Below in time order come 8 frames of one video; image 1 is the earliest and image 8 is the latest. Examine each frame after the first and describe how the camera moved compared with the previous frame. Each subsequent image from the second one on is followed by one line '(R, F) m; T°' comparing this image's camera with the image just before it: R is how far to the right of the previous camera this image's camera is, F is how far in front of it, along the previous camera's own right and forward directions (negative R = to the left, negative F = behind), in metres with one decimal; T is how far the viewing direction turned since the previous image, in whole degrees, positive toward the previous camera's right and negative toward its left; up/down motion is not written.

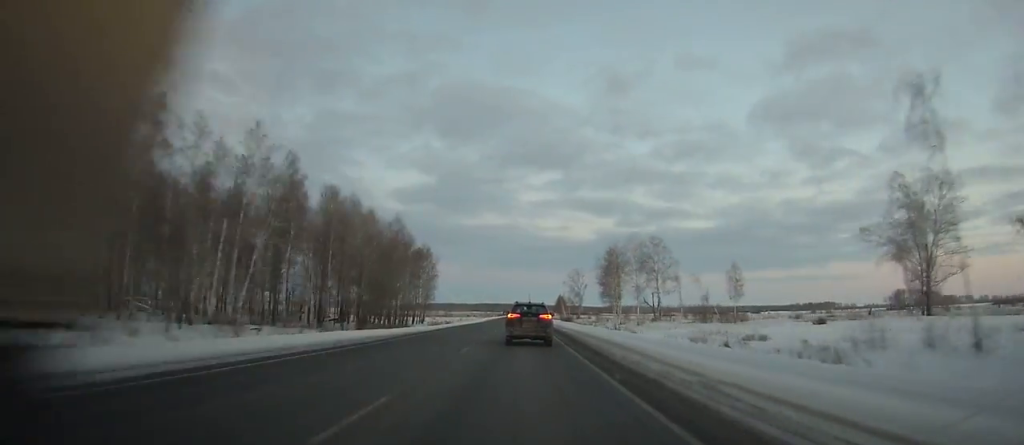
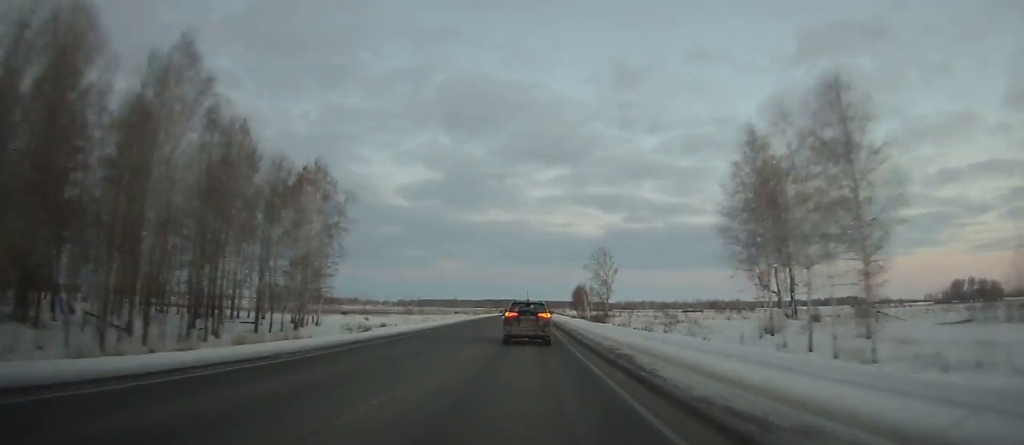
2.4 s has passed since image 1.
(+0.1, +69.5) m; 0°
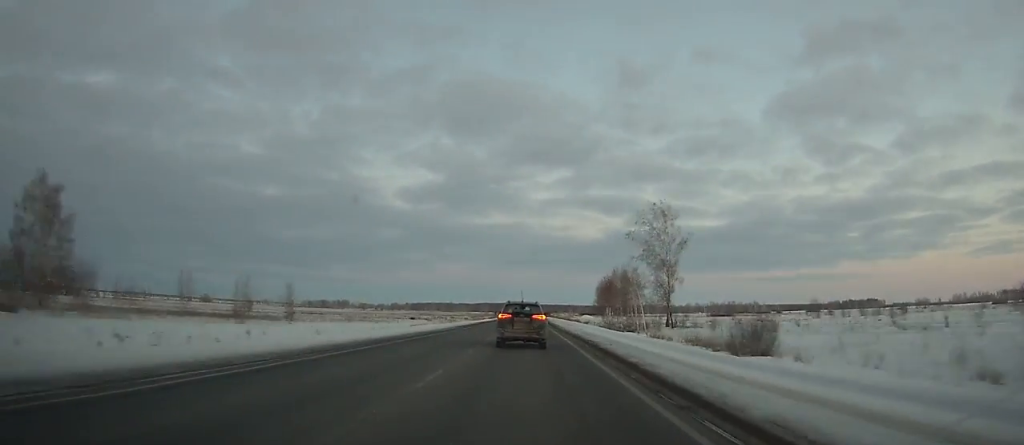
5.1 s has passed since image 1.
(-0.2, +79.1) m; 0°
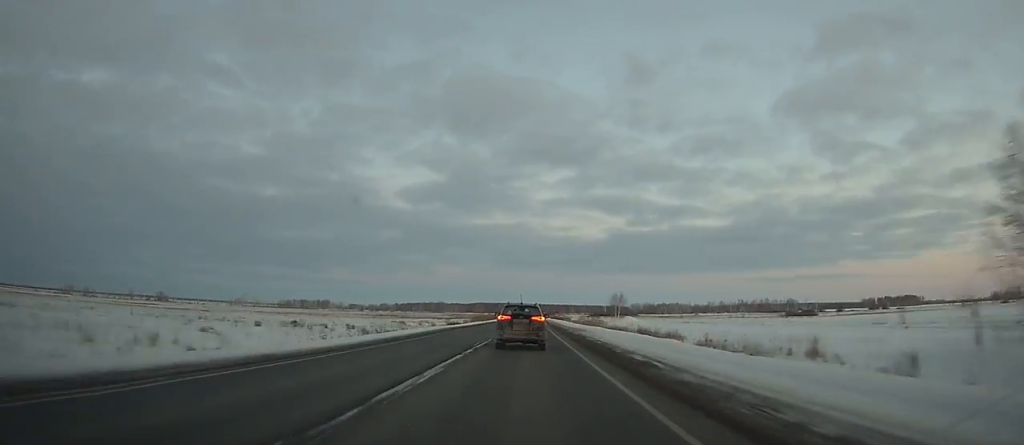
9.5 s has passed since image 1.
(+0.1, +129.6) m; 0°
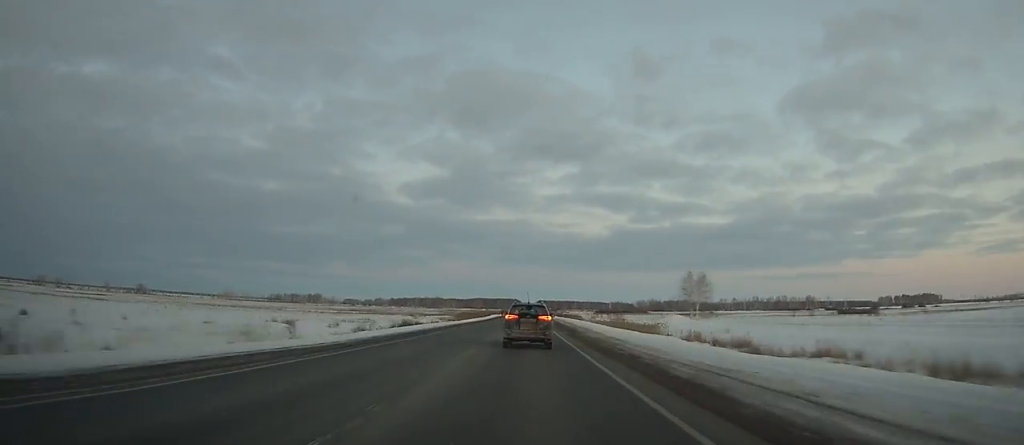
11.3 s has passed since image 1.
(0.0, +53.1) m; 0°
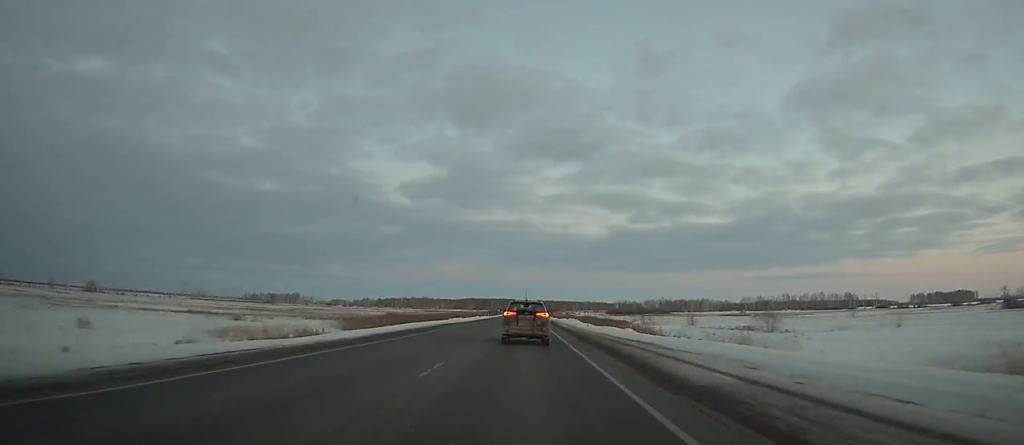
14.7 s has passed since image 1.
(+0.1, +100.3) m; 0°
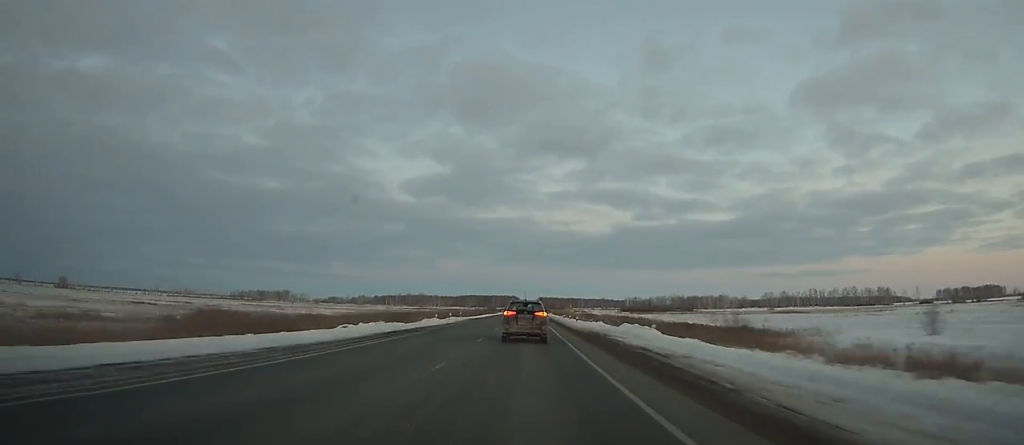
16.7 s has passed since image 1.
(0.0, +59.0) m; 0°
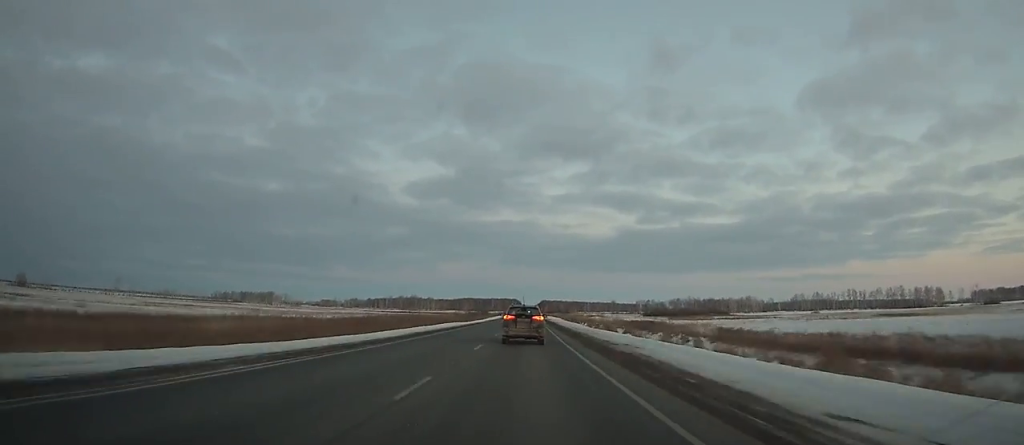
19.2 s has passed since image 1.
(-0.1, +73.9) m; 0°
